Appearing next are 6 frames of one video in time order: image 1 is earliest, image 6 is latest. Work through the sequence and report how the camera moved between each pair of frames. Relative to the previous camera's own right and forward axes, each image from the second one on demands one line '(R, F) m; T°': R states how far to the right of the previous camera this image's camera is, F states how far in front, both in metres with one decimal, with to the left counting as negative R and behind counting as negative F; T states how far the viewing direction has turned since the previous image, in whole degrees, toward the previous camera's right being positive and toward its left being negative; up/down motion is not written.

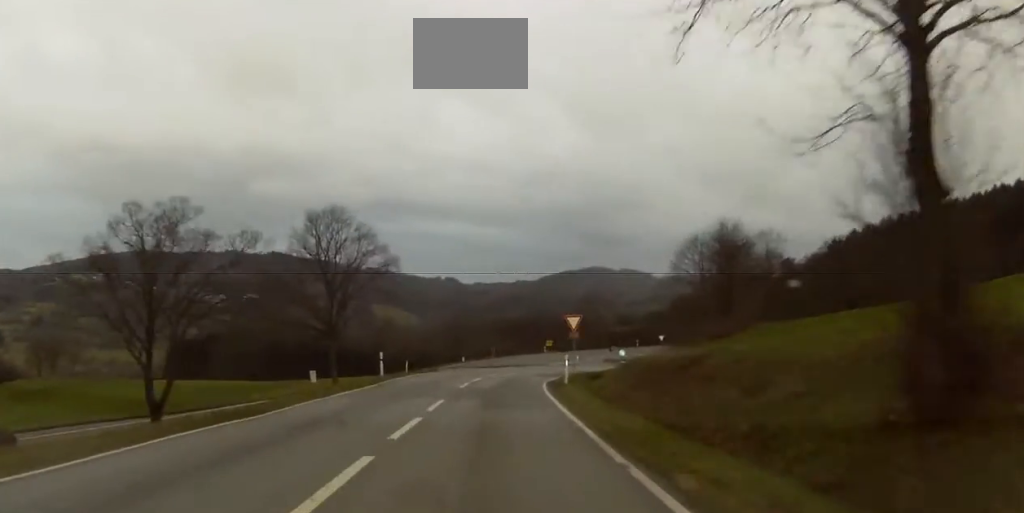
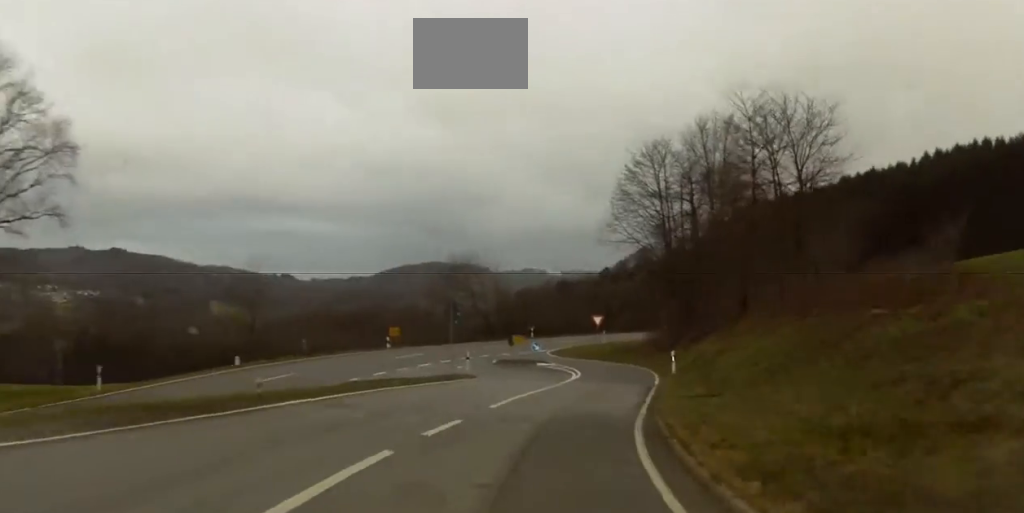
(+1.0, +46.4) m; +5°
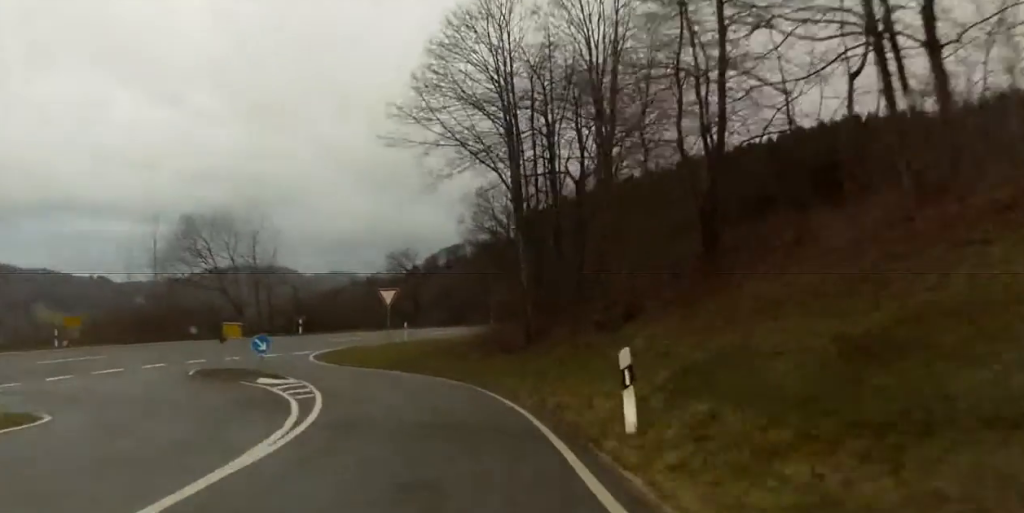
(+1.9, +27.7) m; +10°
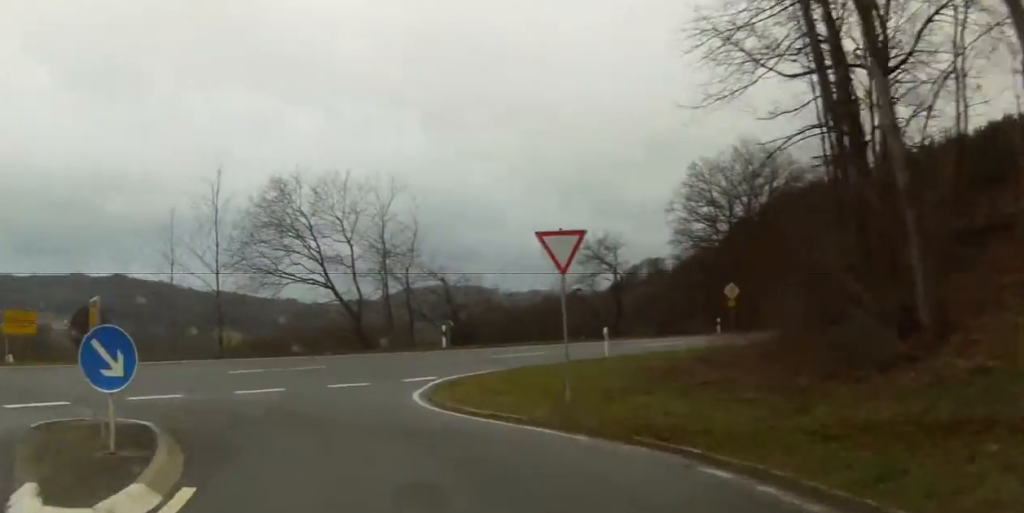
(+2.0, +20.9) m; +5°
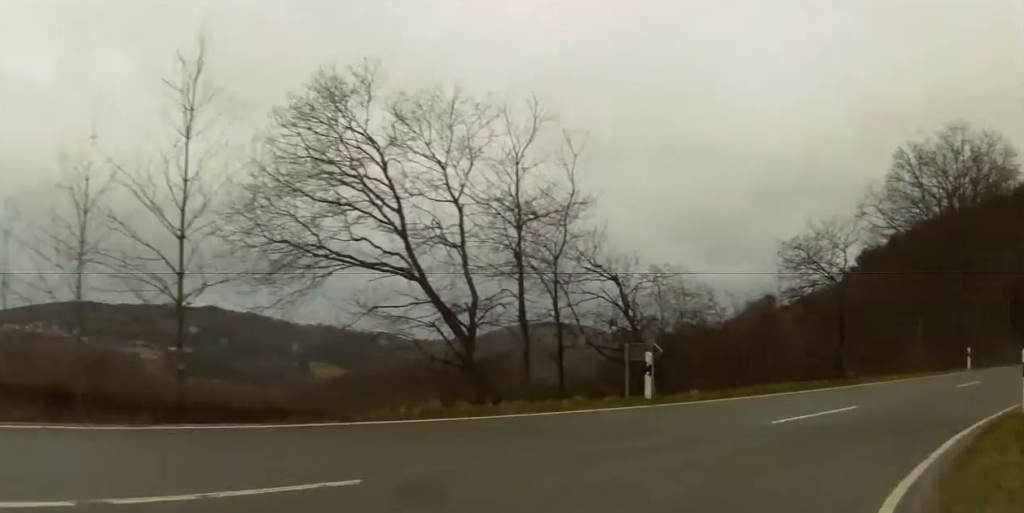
(-4.4, +27.8) m; -9°
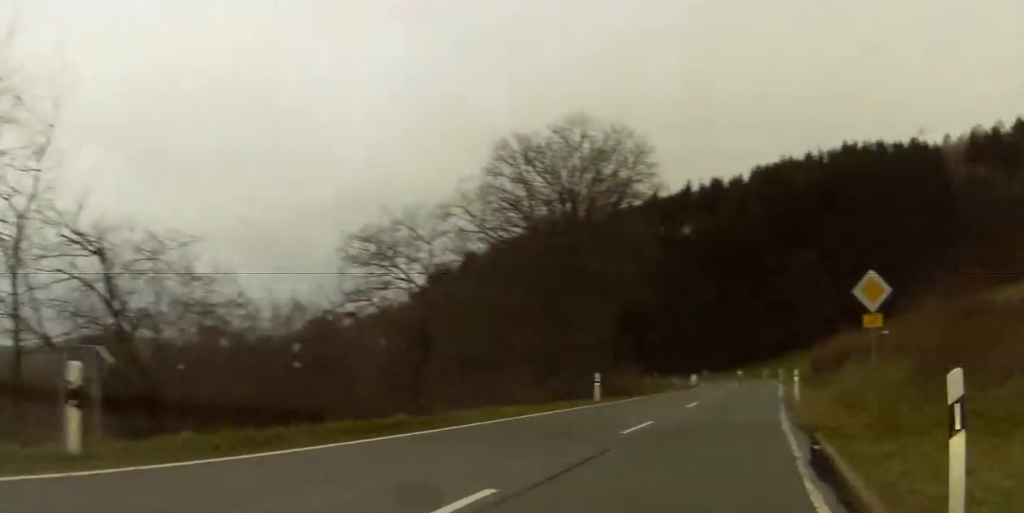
(+0.5, +7.6) m; +15°
